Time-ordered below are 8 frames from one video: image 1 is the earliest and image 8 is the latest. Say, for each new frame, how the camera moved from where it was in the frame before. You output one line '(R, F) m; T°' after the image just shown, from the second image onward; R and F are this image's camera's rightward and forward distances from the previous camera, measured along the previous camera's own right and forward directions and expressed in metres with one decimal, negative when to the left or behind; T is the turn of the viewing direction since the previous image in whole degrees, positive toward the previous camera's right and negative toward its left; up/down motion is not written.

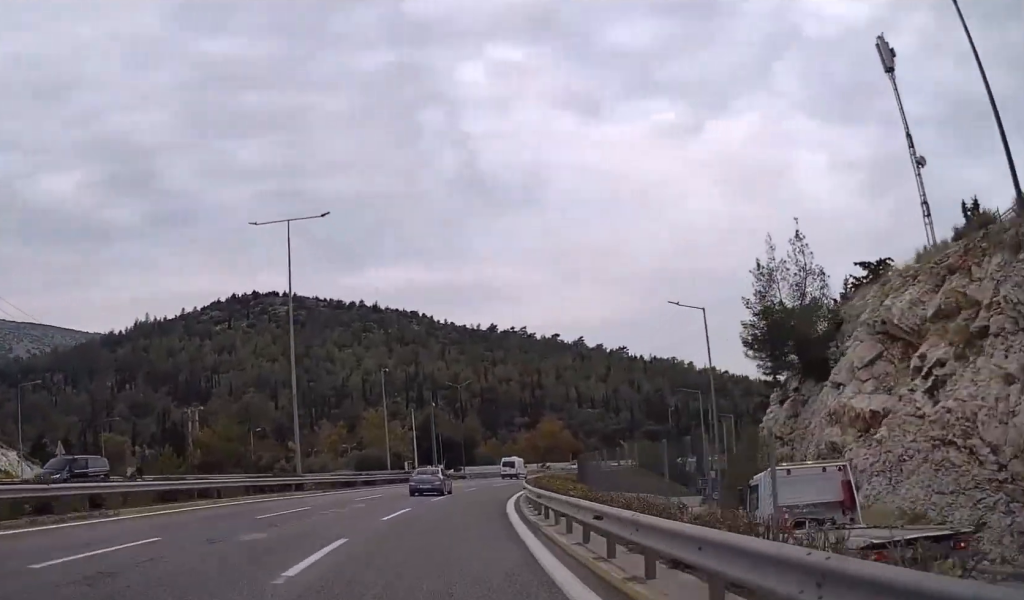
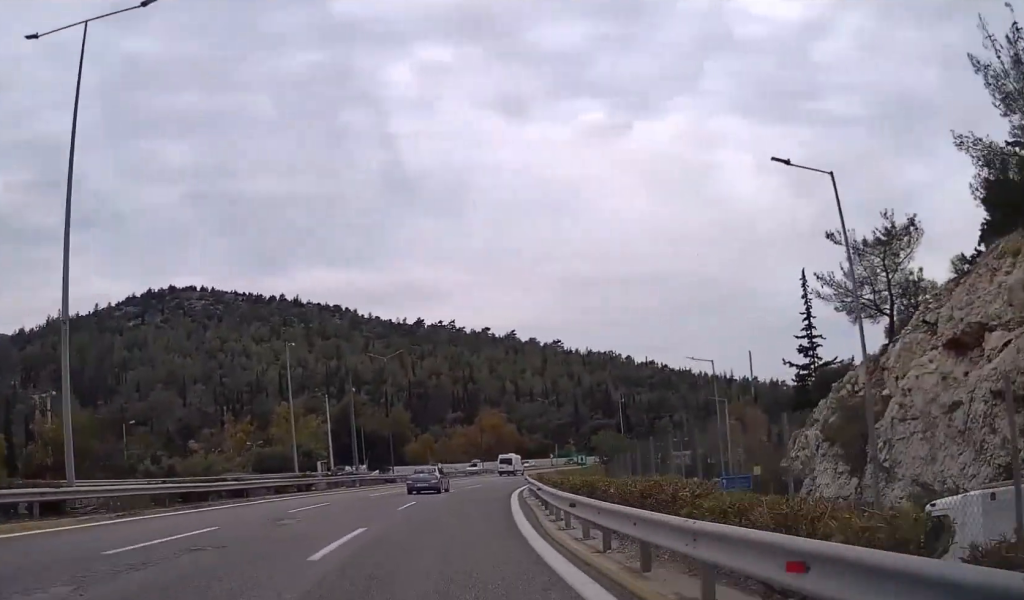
(+0.7, +21.8) m; +4°
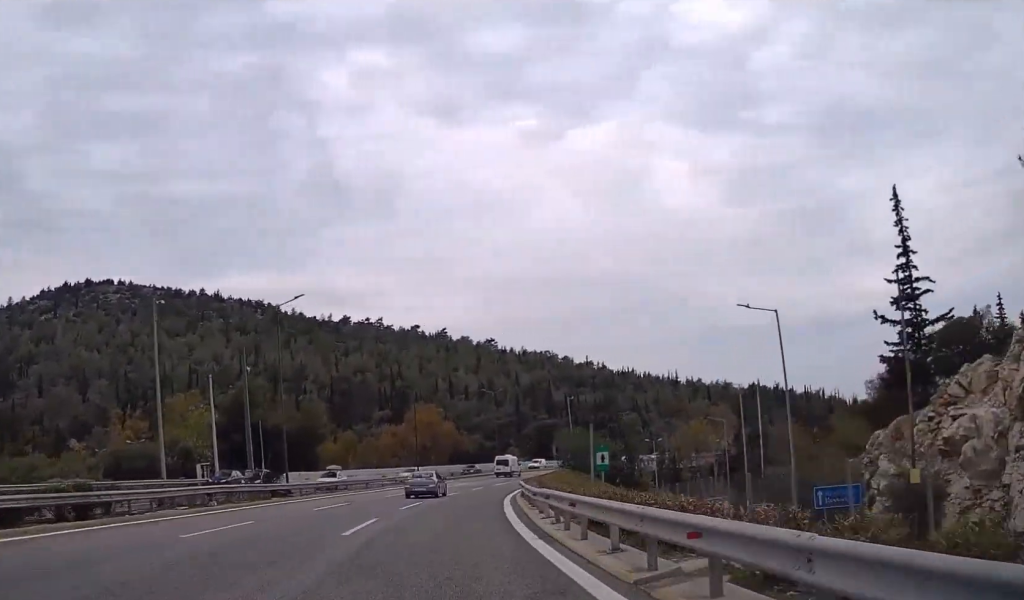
(+0.9, +21.7) m; +5°
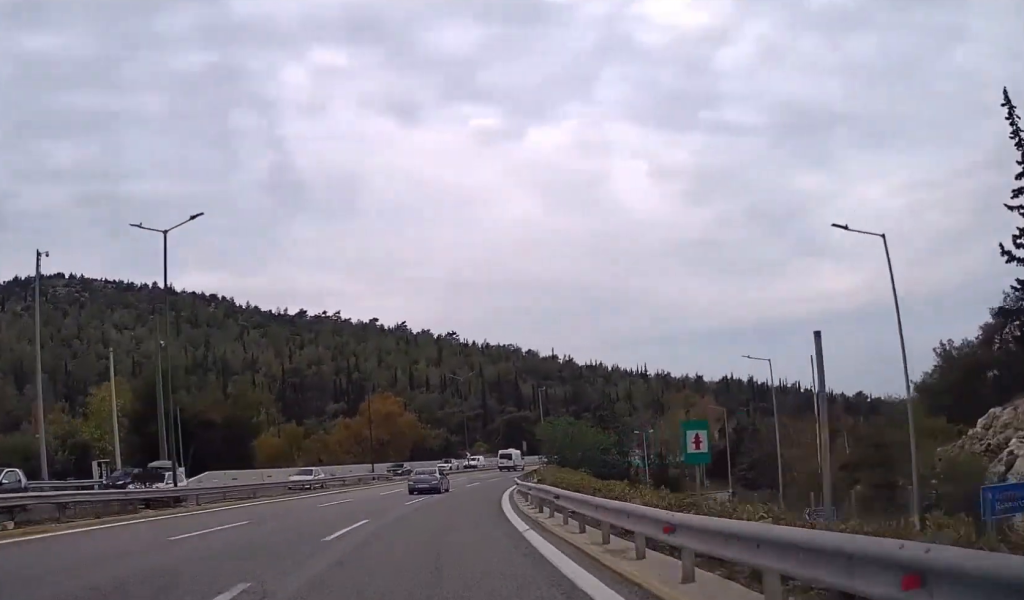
(+0.3, +13.4) m; +3°
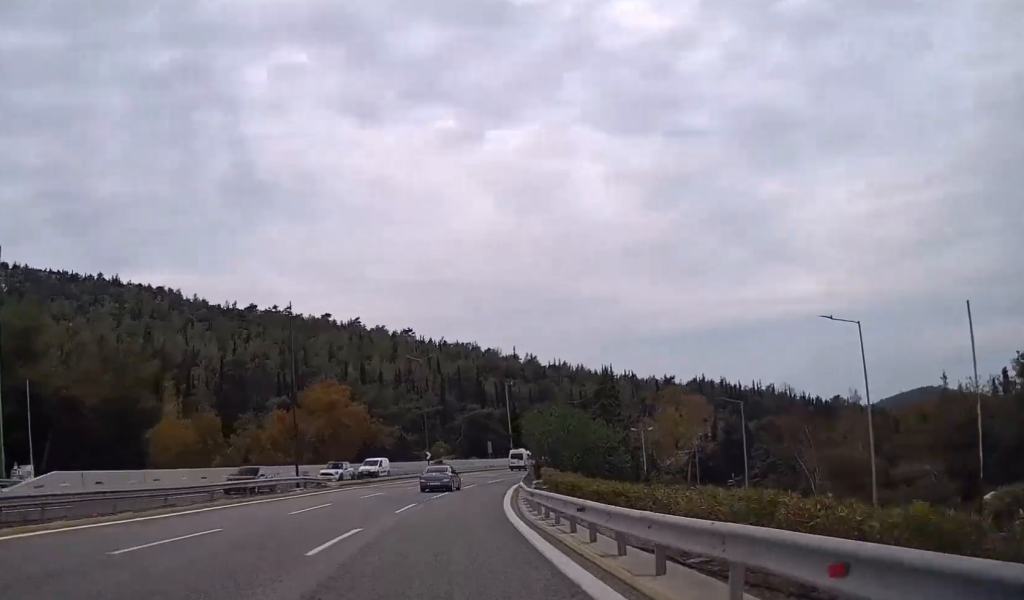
(+0.5, +17.2) m; +4°
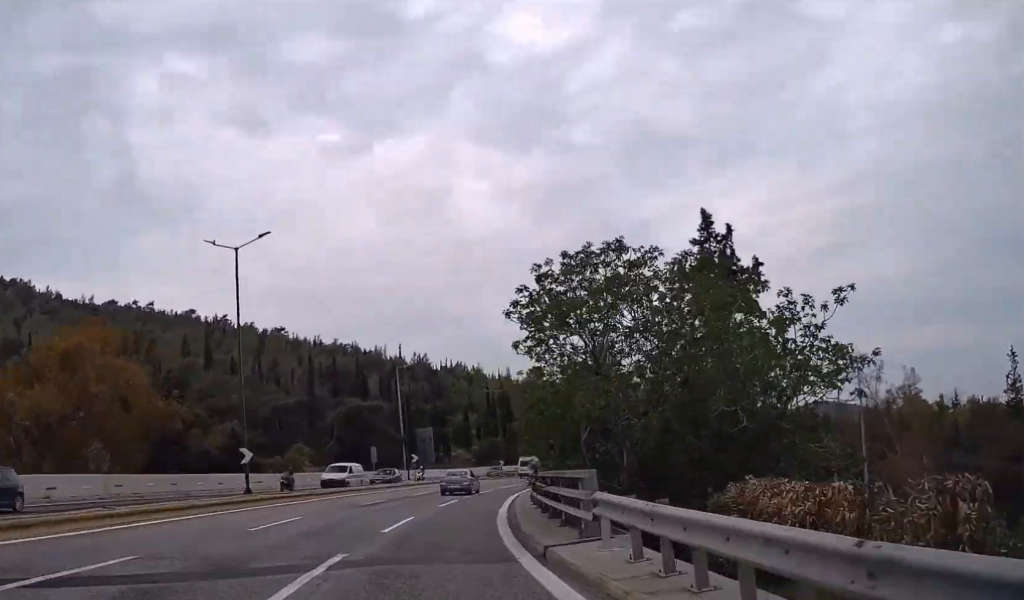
(+3.3, +38.1) m; +9°
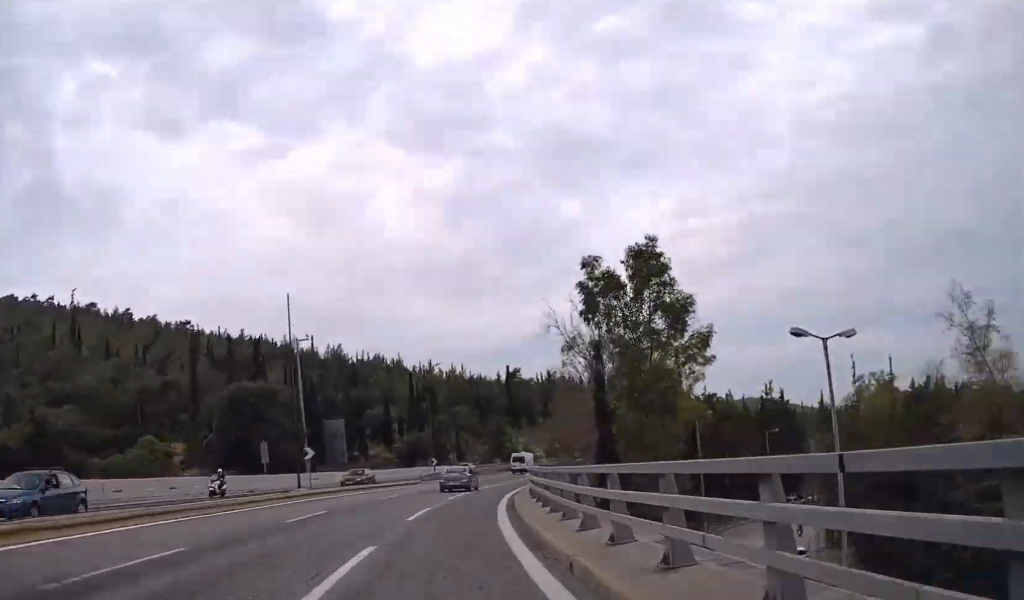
(+0.9, +21.9) m; +5°
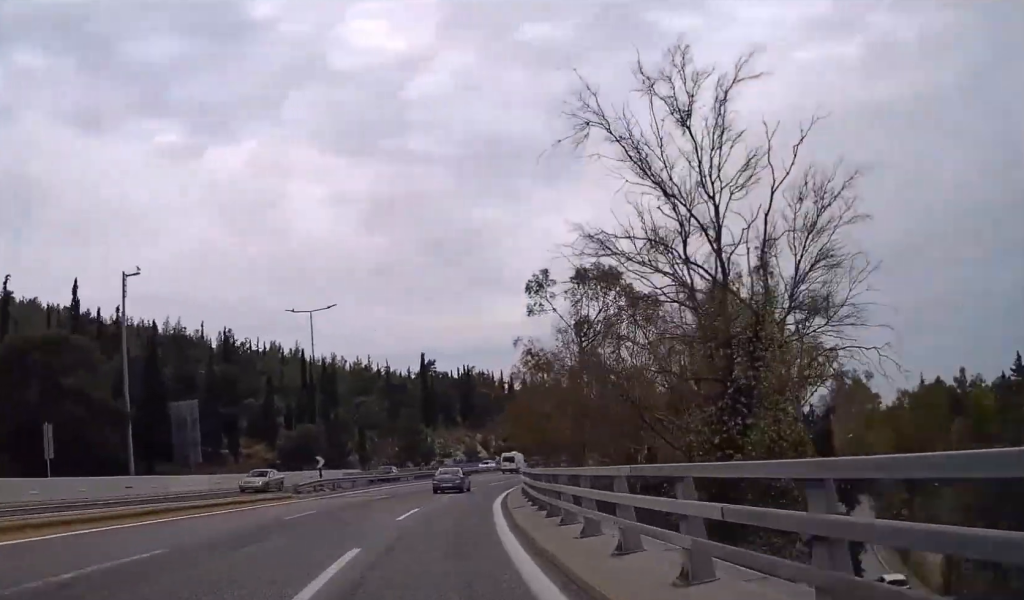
(+1.6, +25.8) m; +8°
